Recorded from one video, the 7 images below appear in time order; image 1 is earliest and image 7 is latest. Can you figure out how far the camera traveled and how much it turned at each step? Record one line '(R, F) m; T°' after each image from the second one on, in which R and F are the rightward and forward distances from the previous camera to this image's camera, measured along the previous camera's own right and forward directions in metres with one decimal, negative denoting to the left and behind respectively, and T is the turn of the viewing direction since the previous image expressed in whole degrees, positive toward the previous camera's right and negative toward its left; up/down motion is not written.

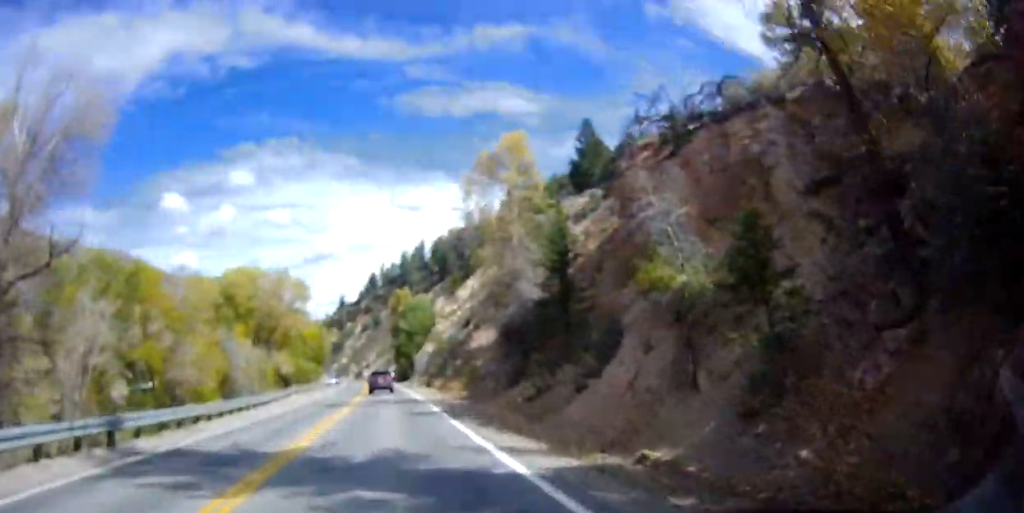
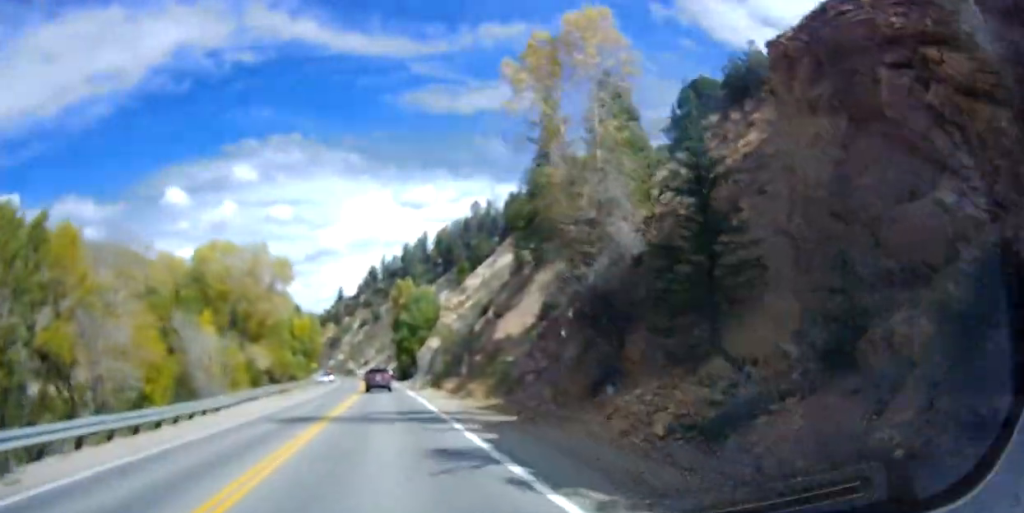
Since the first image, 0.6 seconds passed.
(+0.2, +10.7) m; +1°
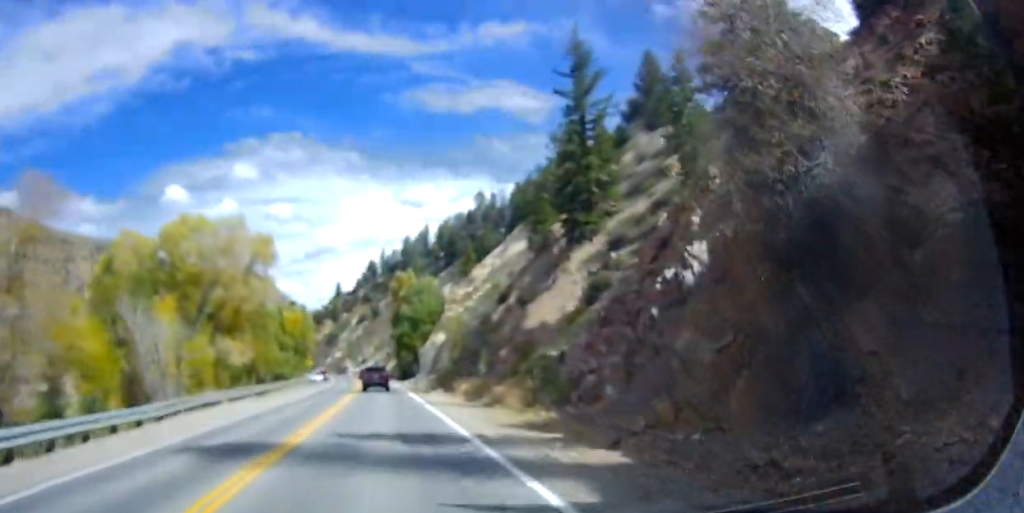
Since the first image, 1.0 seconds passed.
(0.0, +8.4) m; 0°
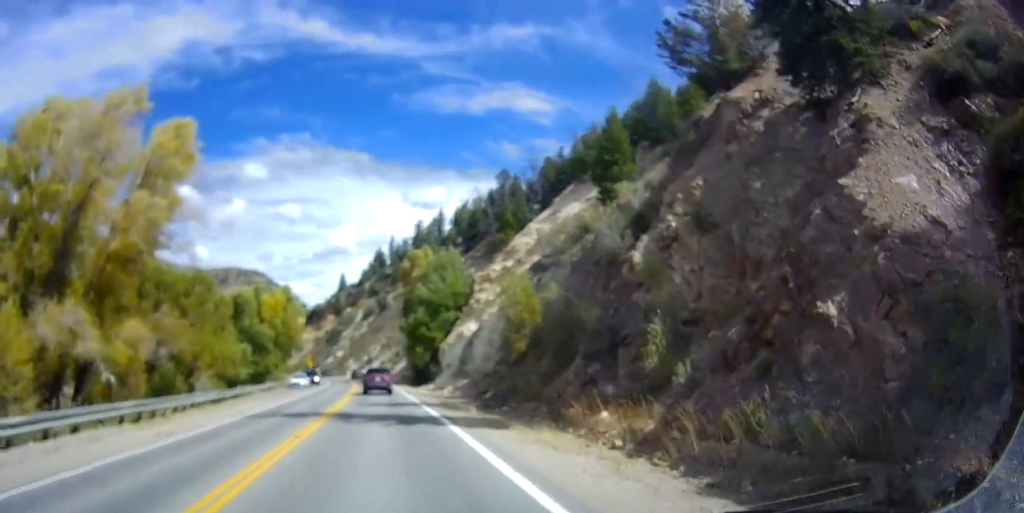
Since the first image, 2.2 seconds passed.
(-0.2, +21.7) m; 0°
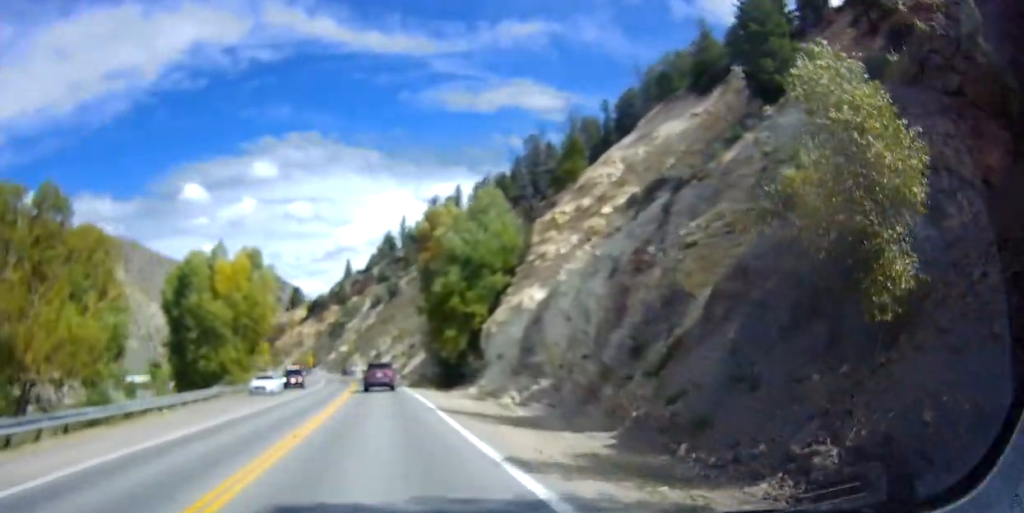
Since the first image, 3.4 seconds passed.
(+0.3, +22.7) m; +1°
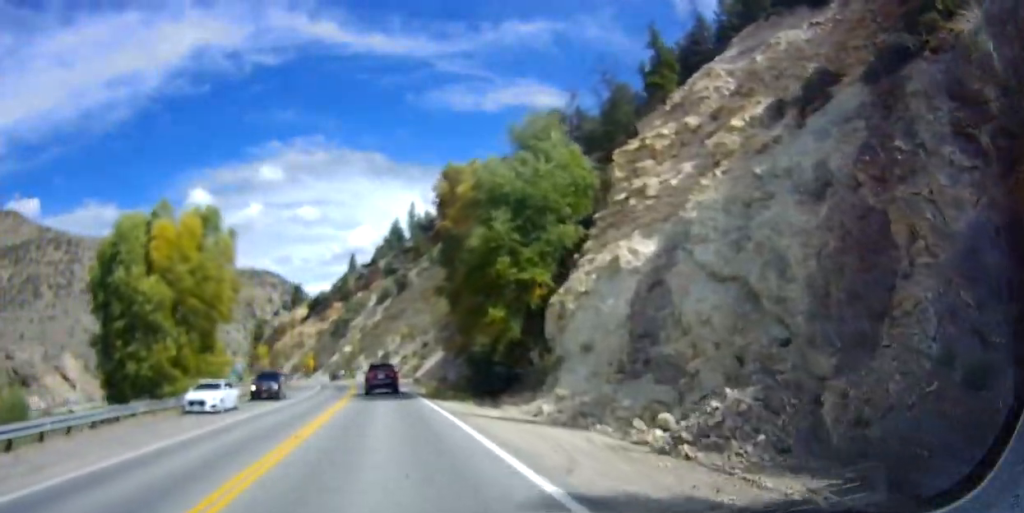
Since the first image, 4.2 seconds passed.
(0.0, +15.2) m; -1°
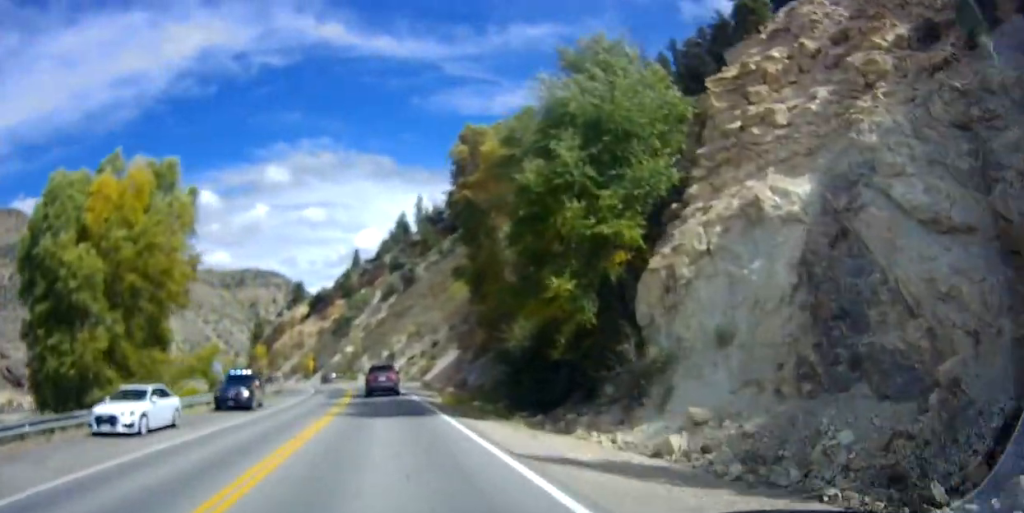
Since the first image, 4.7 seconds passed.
(0.0, +9.2) m; -1°
